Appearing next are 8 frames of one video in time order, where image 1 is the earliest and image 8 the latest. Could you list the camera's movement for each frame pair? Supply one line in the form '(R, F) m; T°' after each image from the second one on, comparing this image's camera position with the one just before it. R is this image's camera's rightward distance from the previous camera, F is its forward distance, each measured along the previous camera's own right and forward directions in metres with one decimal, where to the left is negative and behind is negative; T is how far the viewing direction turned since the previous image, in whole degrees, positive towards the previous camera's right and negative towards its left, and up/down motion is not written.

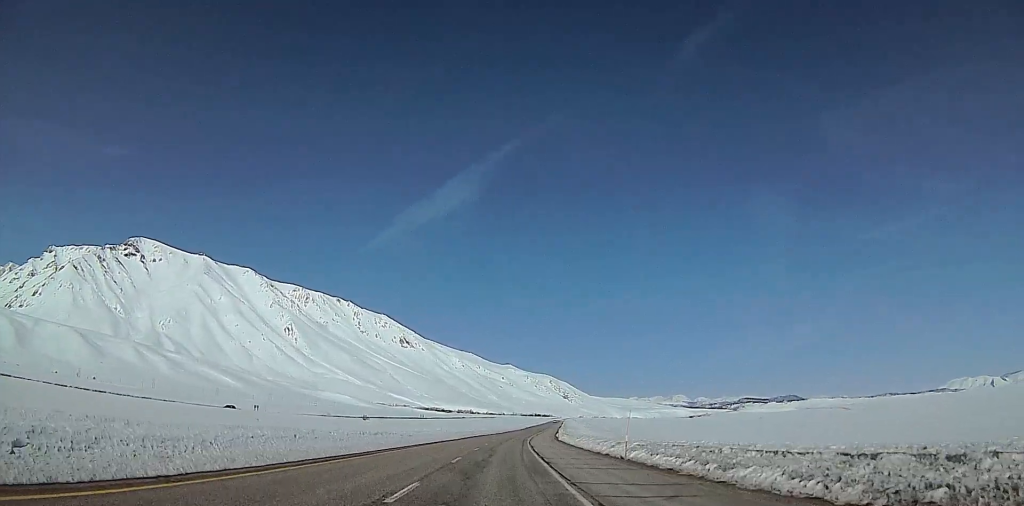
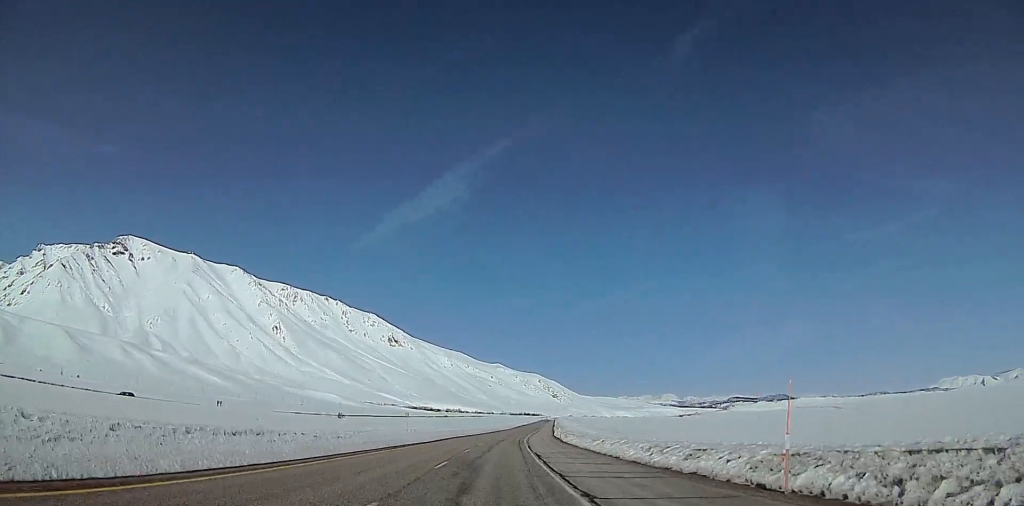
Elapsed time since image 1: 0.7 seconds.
(0.0, +20.0) m; 0°
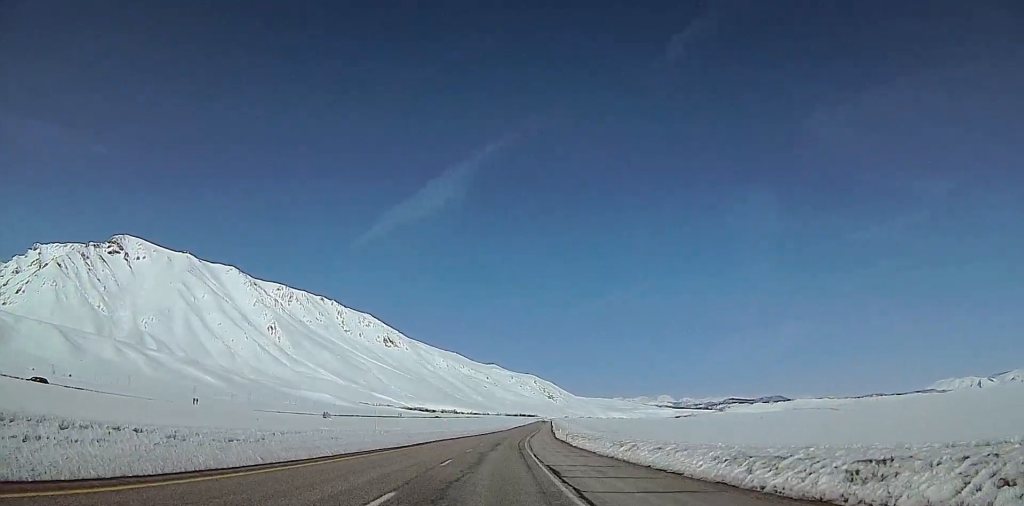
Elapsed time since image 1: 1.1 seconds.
(0.0, +12.3) m; +1°
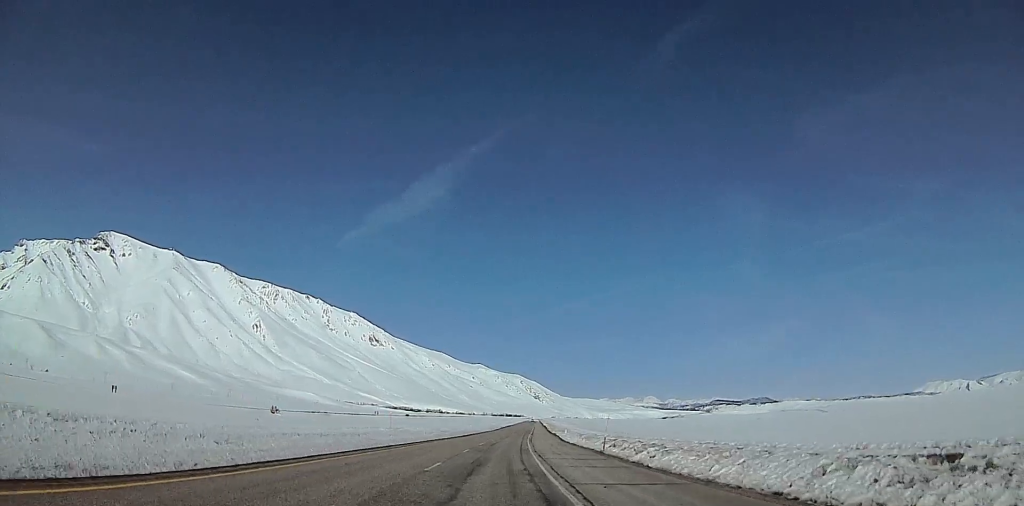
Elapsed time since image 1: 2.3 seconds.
(+0.9, +33.1) m; +2°
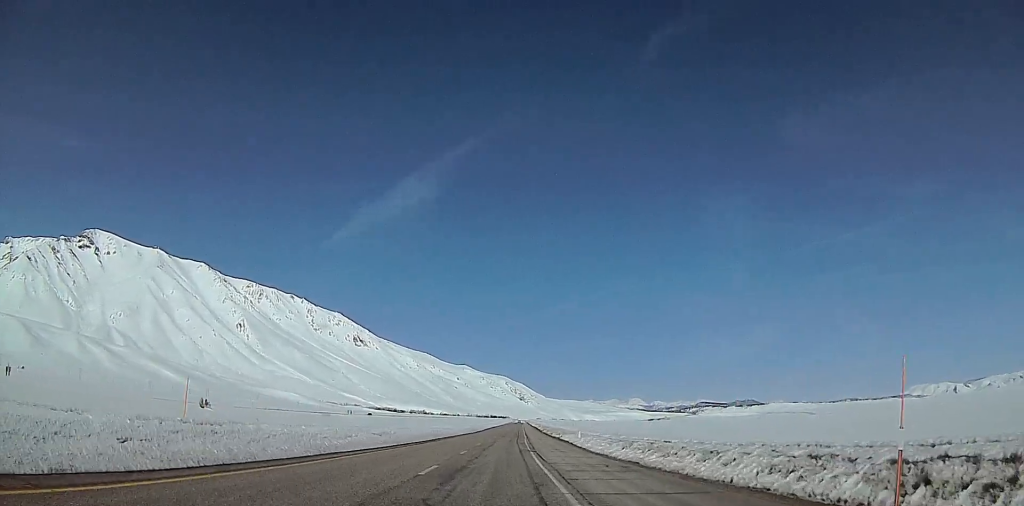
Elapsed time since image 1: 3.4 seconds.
(+0.1, +31.1) m; 0°
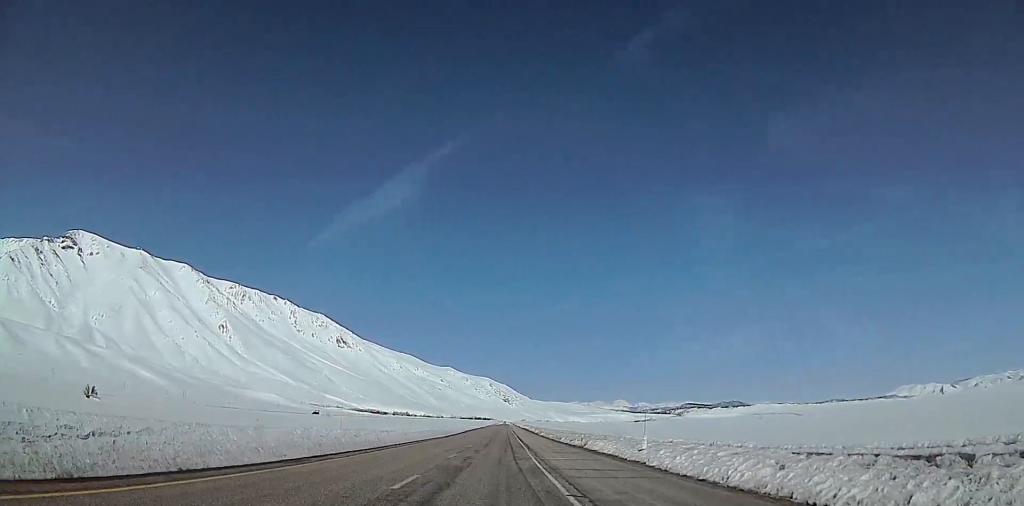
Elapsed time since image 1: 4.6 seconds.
(+0.5, +34.0) m; +2°
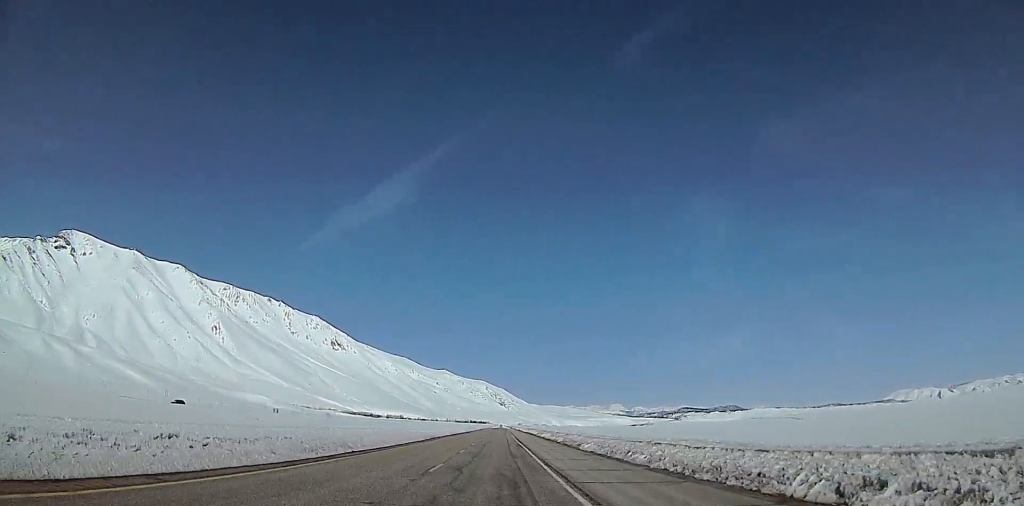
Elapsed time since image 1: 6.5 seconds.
(+0.8, +52.9) m; +1°
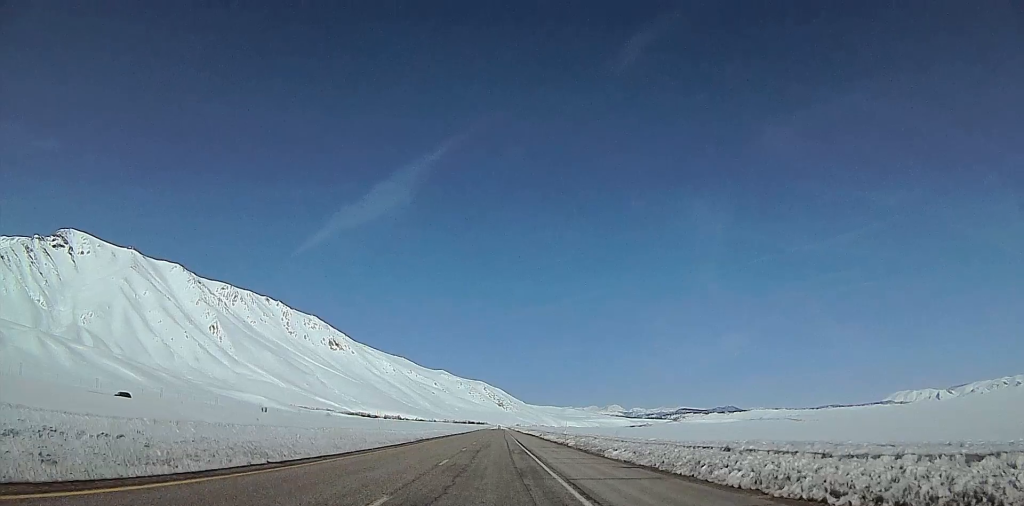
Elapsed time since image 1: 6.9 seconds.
(0.0, +11.3) m; 0°
